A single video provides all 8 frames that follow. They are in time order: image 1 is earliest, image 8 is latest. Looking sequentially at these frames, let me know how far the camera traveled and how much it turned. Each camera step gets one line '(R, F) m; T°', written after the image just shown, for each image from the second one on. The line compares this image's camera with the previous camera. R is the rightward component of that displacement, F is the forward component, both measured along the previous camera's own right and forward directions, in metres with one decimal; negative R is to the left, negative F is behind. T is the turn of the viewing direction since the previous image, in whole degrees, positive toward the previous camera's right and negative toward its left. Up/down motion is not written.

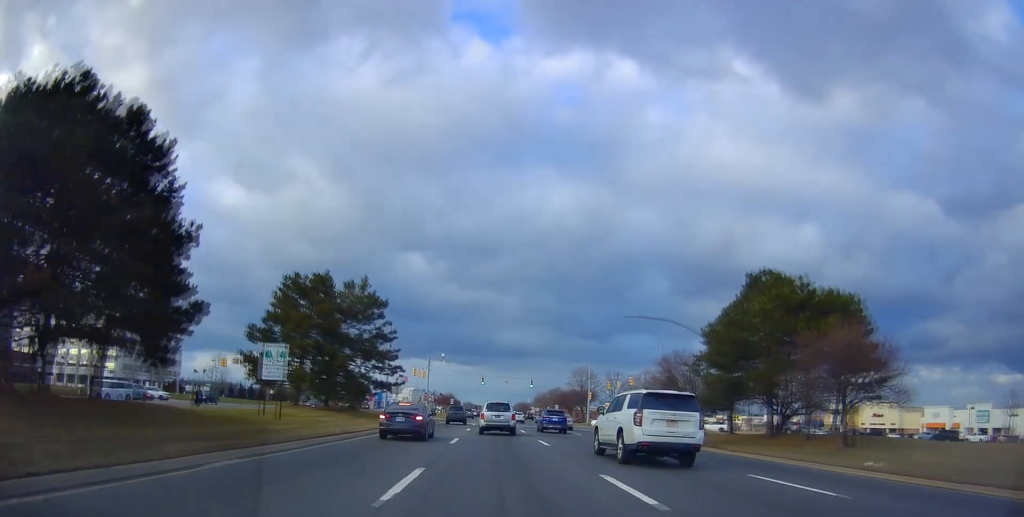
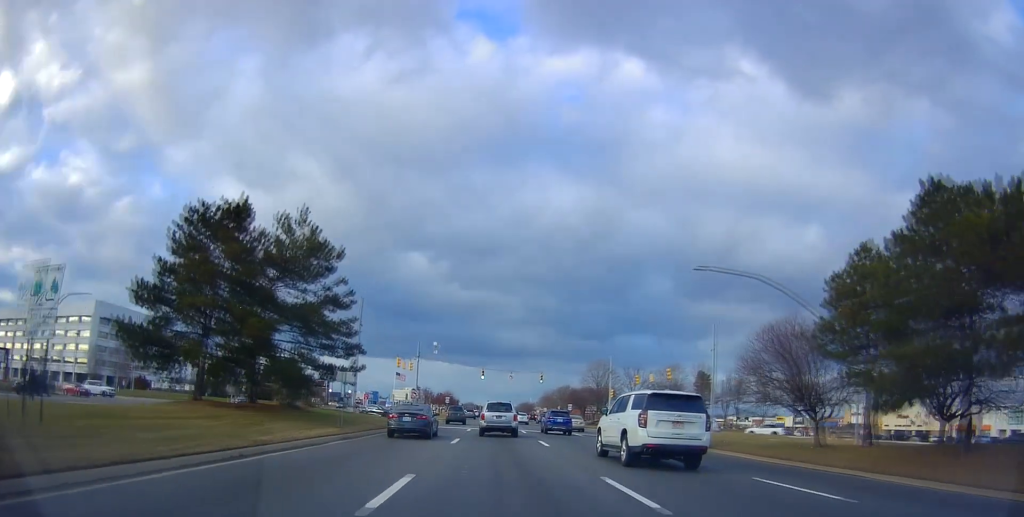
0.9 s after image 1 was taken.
(+0.1, +15.3) m; +1°
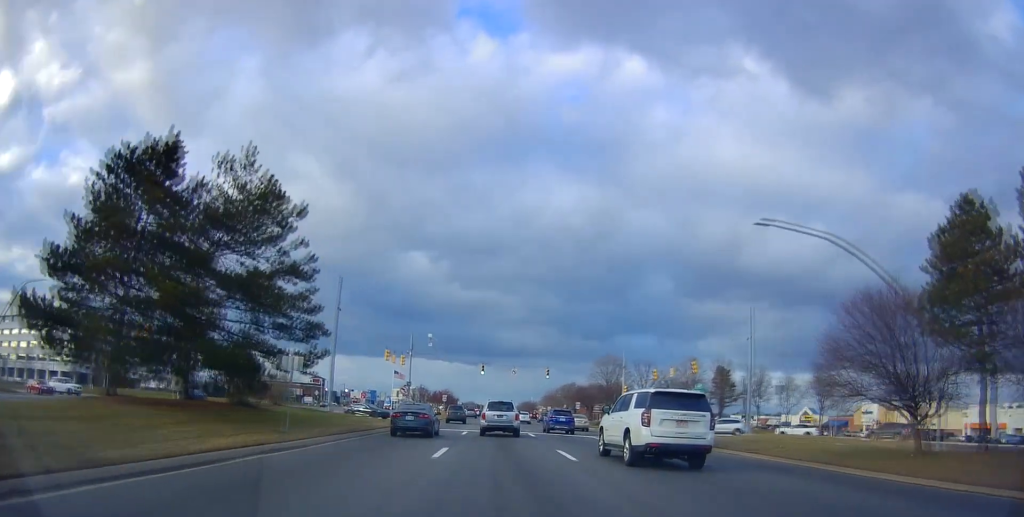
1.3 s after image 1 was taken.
(+0.2, +7.3) m; -1°
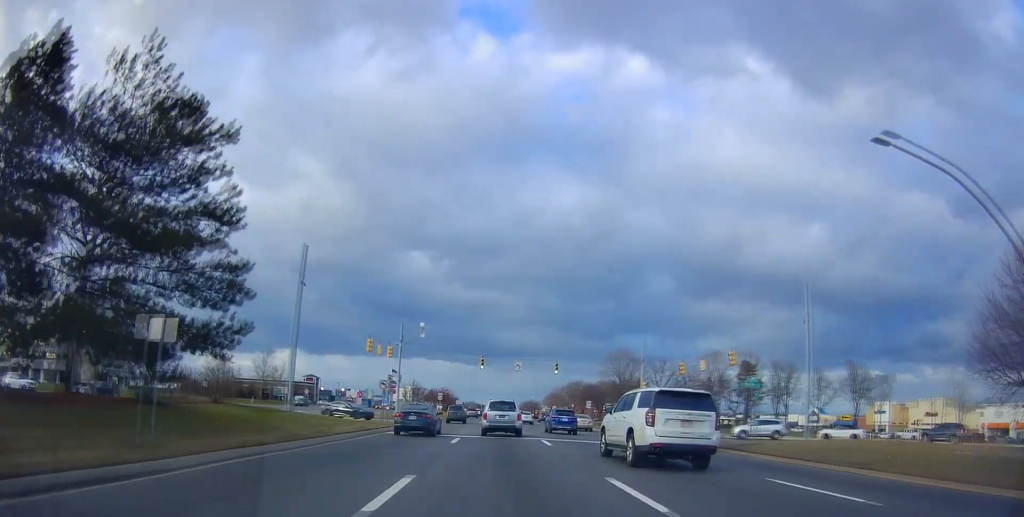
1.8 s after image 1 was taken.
(0.0, +8.5) m; 0°
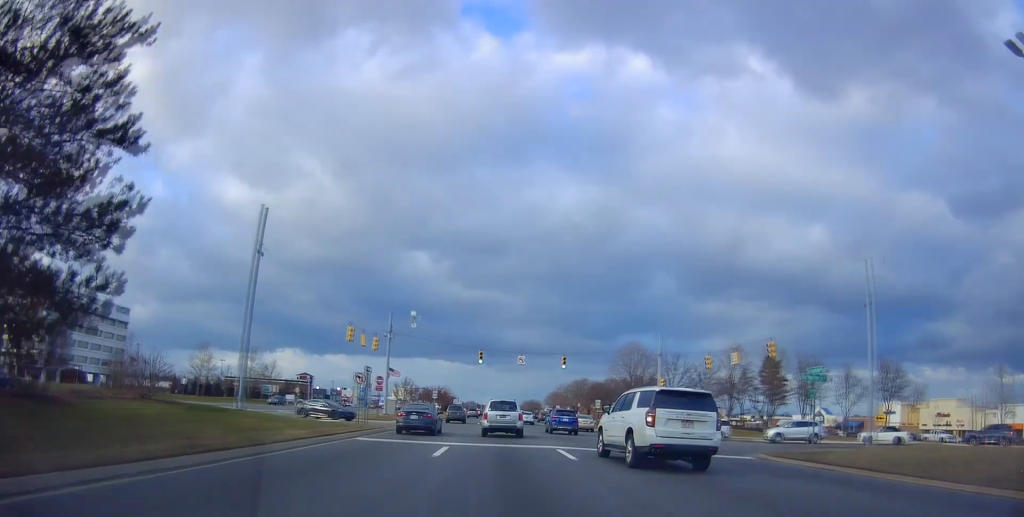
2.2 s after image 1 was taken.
(-0.3, +6.7) m; 0°
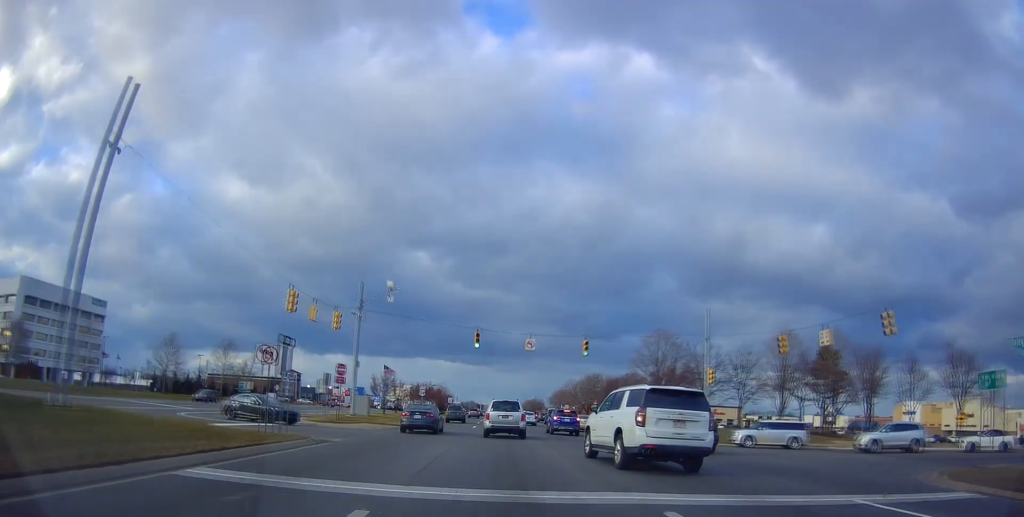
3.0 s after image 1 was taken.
(0.0, +12.8) m; 0°
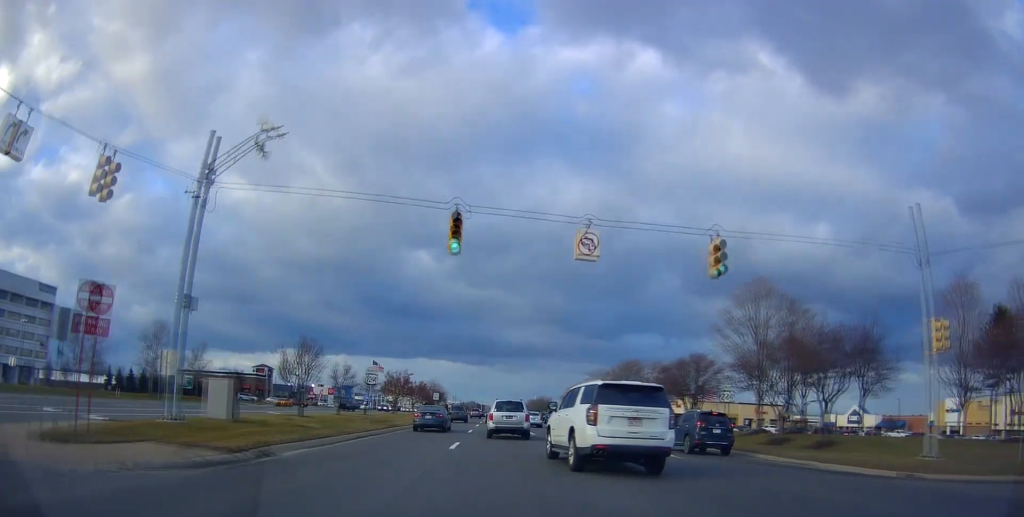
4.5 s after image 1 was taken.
(+0.3, +24.9) m; -2°
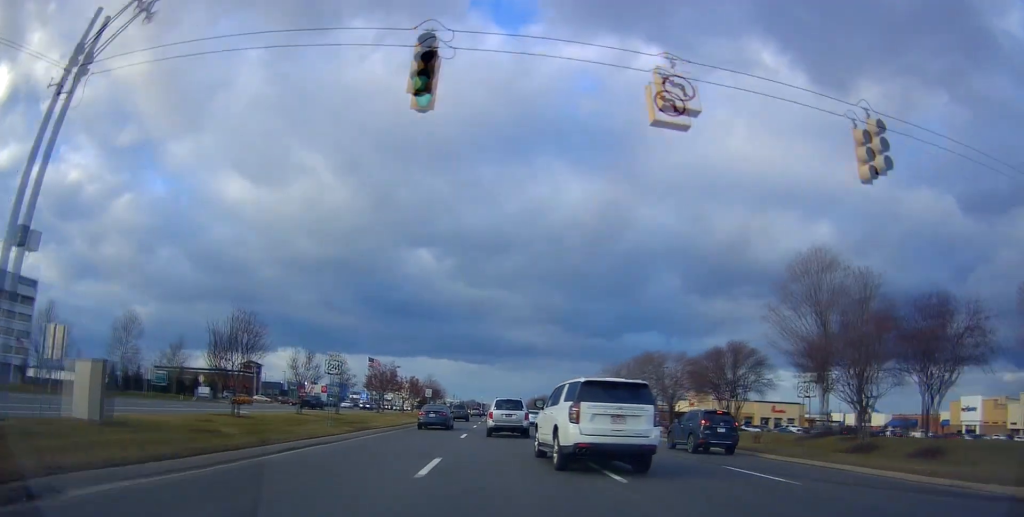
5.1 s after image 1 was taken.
(-0.2, +8.5) m; 0°
